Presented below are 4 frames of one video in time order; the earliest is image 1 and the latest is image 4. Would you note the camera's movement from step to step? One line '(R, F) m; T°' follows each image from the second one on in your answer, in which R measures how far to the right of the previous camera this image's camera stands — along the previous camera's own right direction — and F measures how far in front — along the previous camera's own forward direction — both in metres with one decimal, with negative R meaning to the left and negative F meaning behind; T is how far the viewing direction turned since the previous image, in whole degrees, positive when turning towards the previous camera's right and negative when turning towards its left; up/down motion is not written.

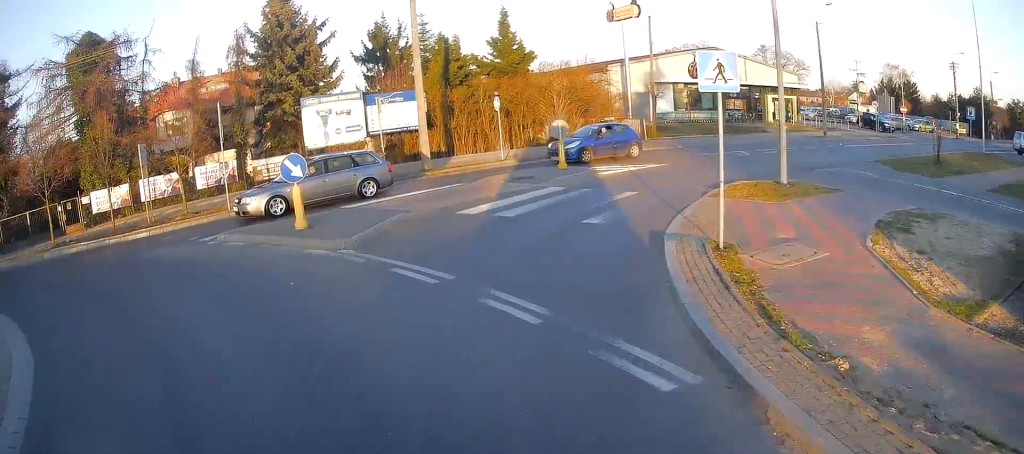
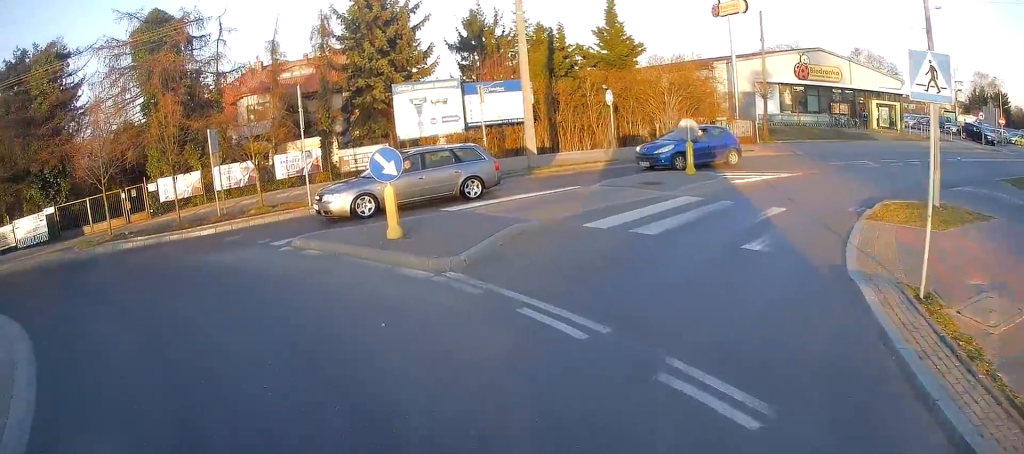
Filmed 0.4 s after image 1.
(0.0, +2.1) m; -6°
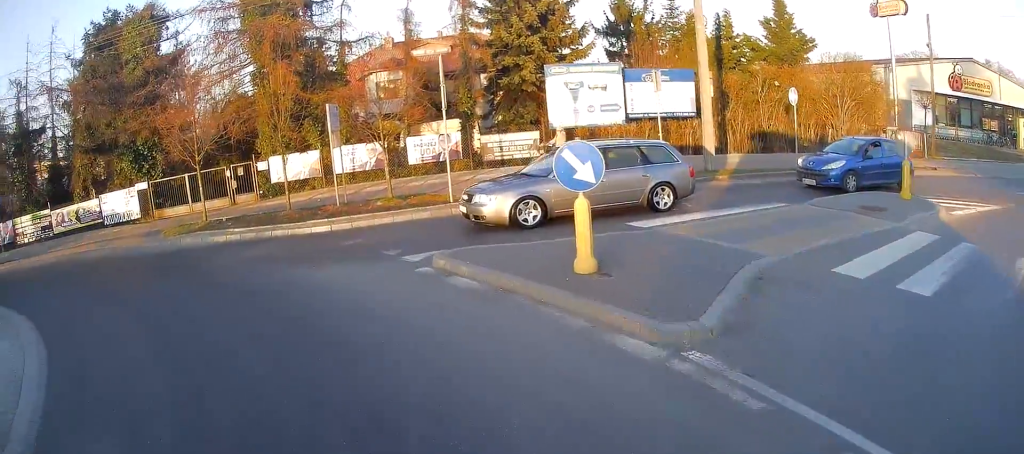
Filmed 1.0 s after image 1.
(-0.2, +3.1) m; -10°
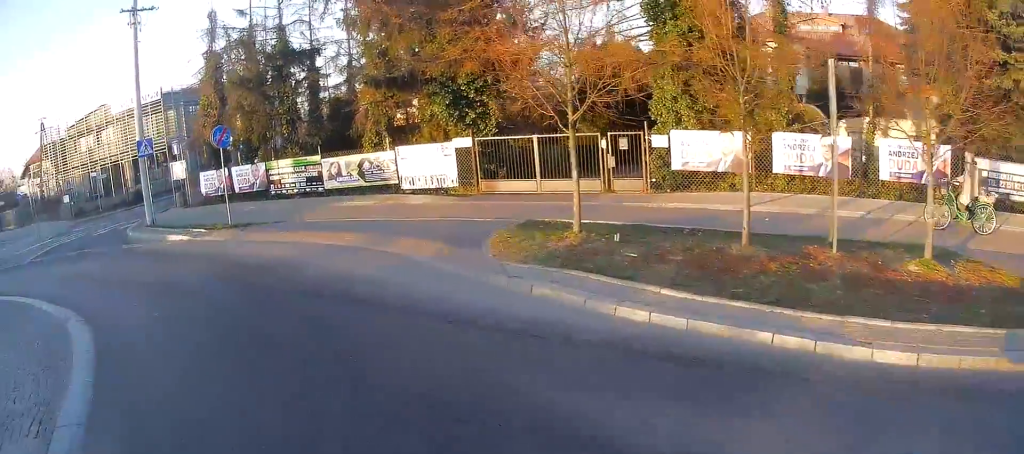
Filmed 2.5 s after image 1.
(-2.2, +7.4) m; -41°
